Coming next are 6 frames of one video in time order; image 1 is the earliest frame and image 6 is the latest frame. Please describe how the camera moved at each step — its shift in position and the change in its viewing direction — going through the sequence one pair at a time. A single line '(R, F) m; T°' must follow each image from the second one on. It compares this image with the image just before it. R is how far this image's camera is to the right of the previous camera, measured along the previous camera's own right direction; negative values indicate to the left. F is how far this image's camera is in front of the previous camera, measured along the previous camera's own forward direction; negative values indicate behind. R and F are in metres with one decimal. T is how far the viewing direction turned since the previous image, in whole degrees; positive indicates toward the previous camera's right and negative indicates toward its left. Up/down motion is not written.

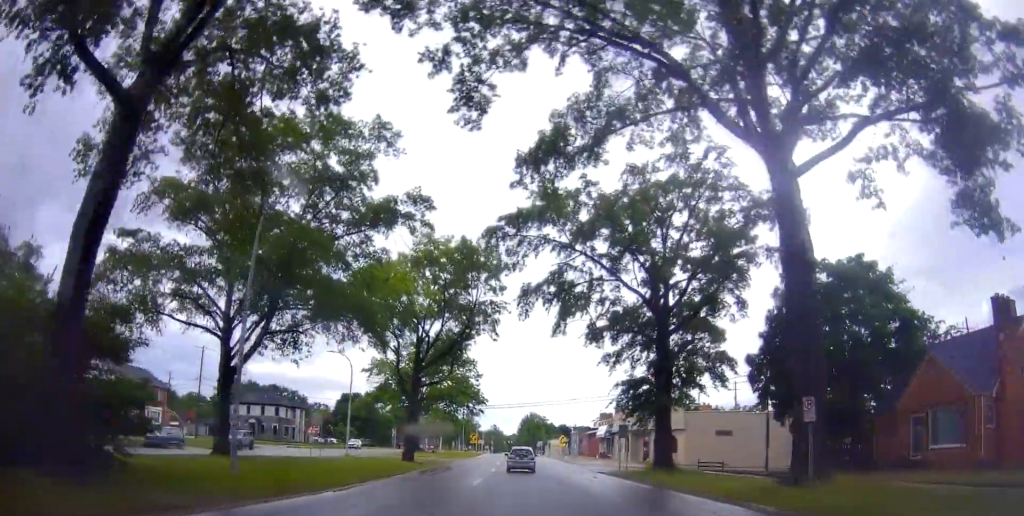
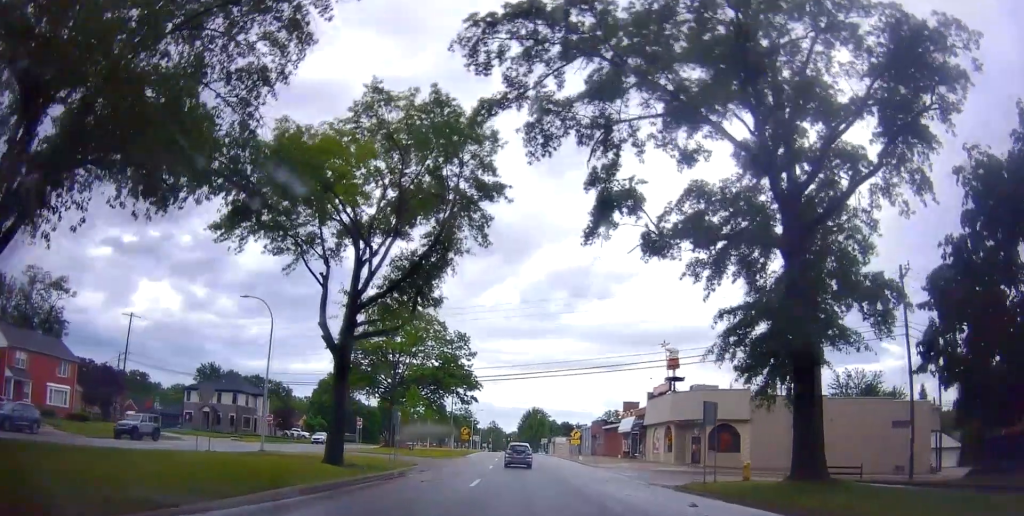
(+0.2, +18.4) m; +2°
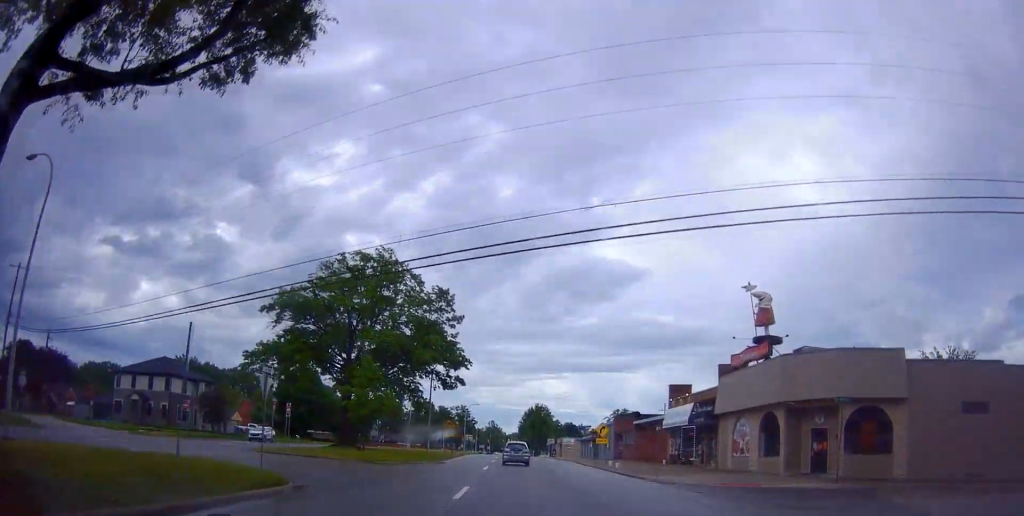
(+0.8, +20.7) m; +1°
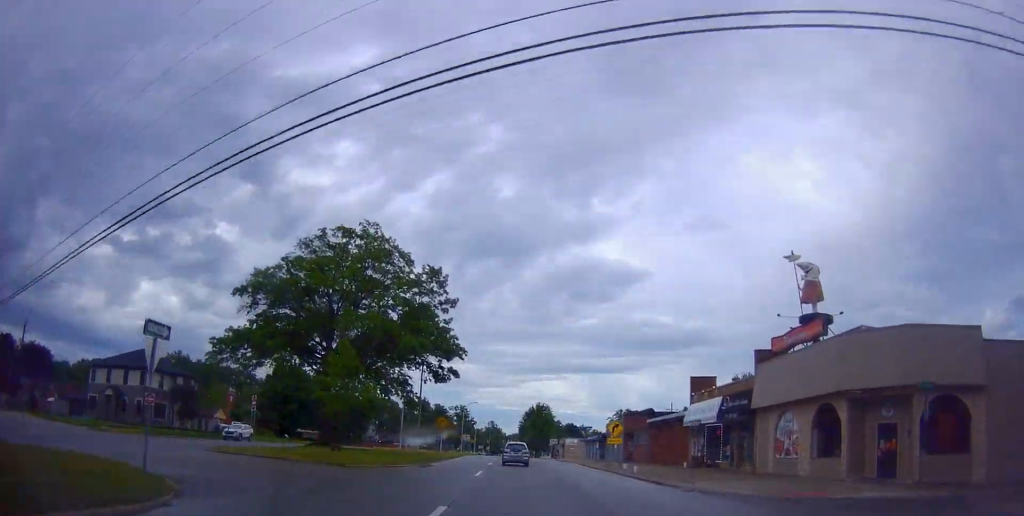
(-0.2, +6.1) m; 0°
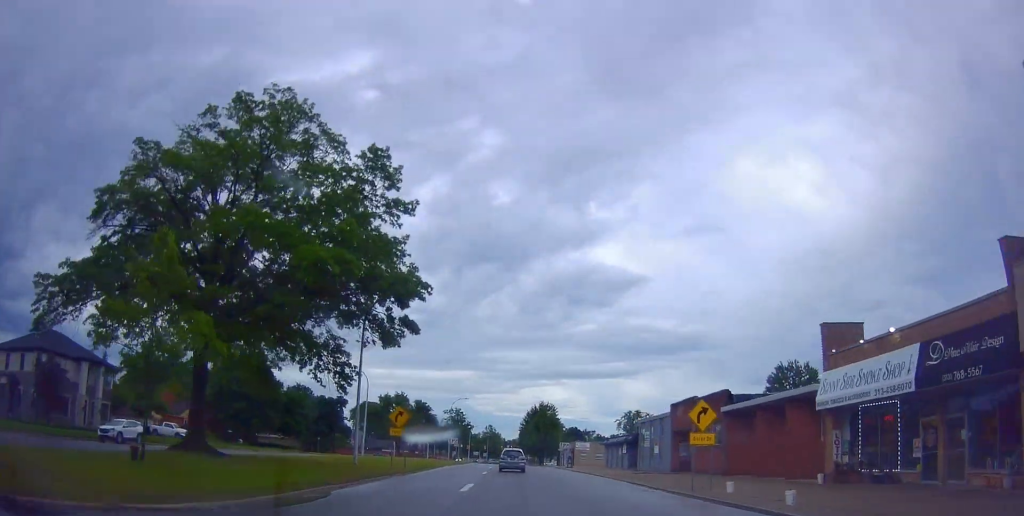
(+0.3, +20.2) m; 0°
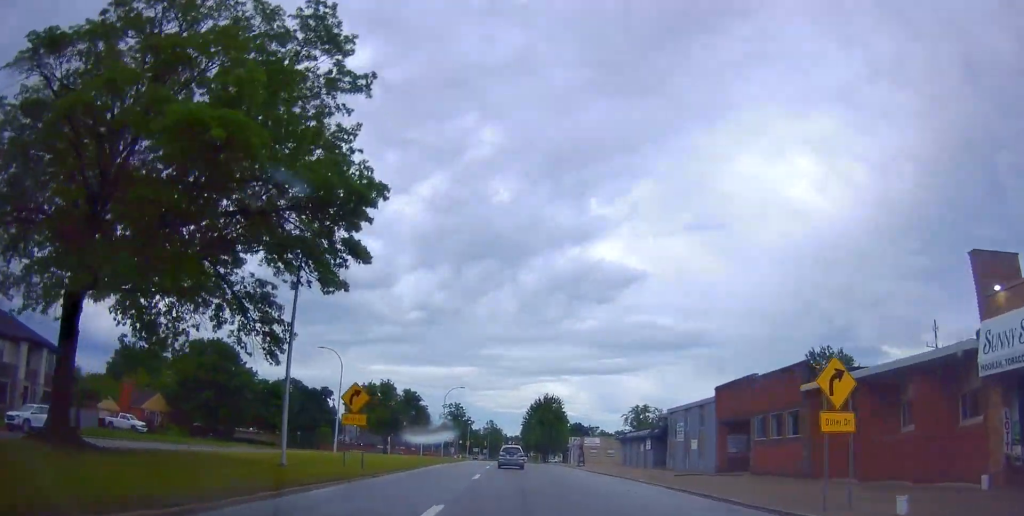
(-0.3, +10.2) m; -1°
